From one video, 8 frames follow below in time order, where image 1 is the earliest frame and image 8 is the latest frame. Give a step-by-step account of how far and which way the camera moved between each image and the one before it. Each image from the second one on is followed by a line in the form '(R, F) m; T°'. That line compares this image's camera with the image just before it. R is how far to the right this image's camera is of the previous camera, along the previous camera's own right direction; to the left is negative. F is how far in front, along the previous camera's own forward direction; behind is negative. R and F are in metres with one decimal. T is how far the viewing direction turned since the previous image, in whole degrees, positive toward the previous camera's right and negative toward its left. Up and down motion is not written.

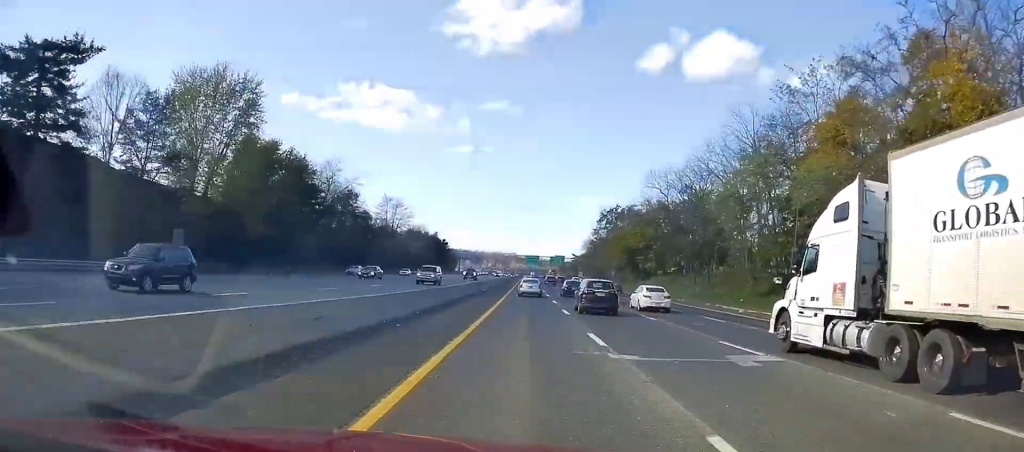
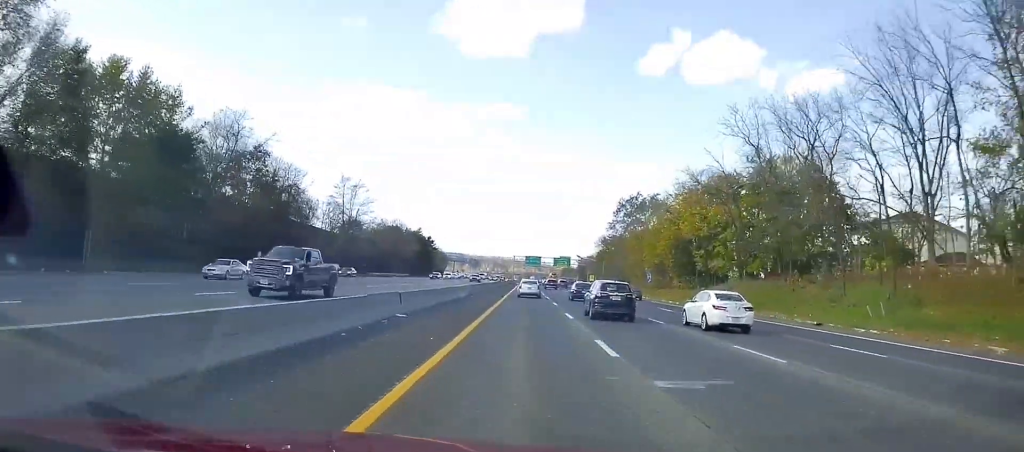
(+0.5, +37.0) m; +1°
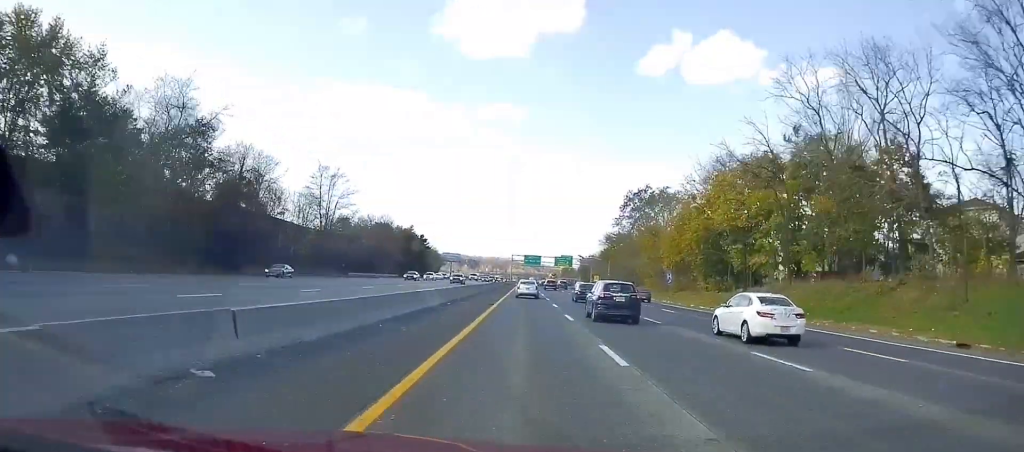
(0.0, +13.0) m; 0°
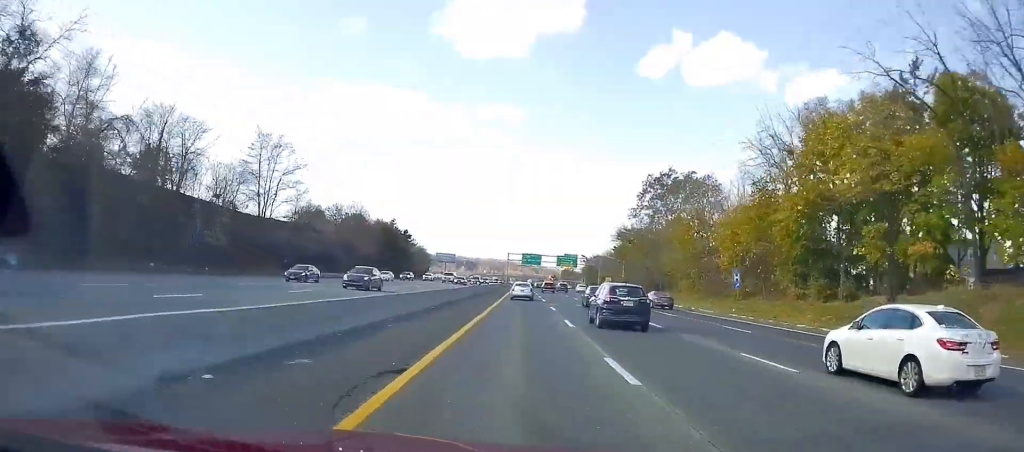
(0.0, +25.0) m; 0°
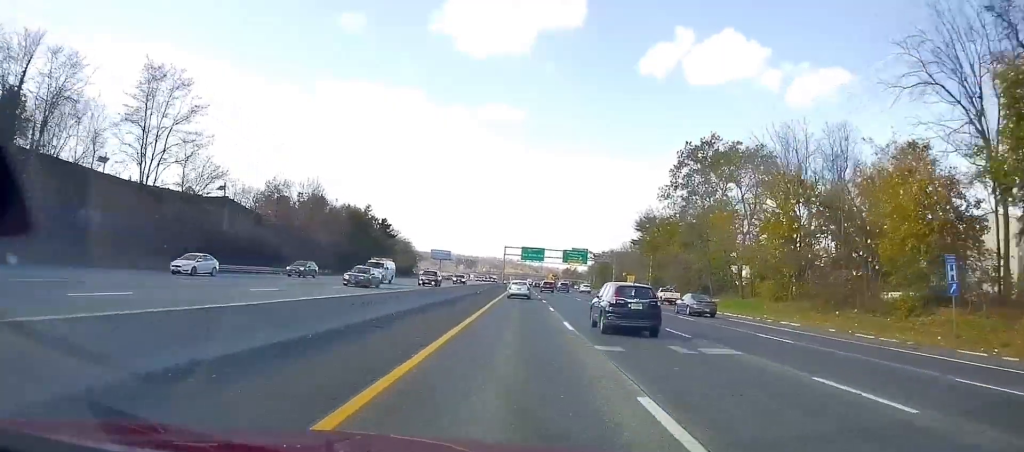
(0.0, +28.0) m; 0°
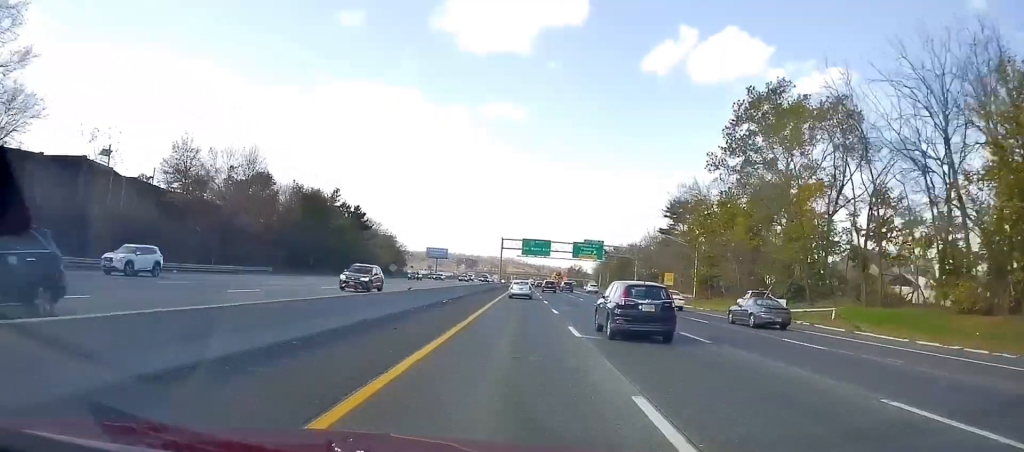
(+0.1, +26.1) m; -1°
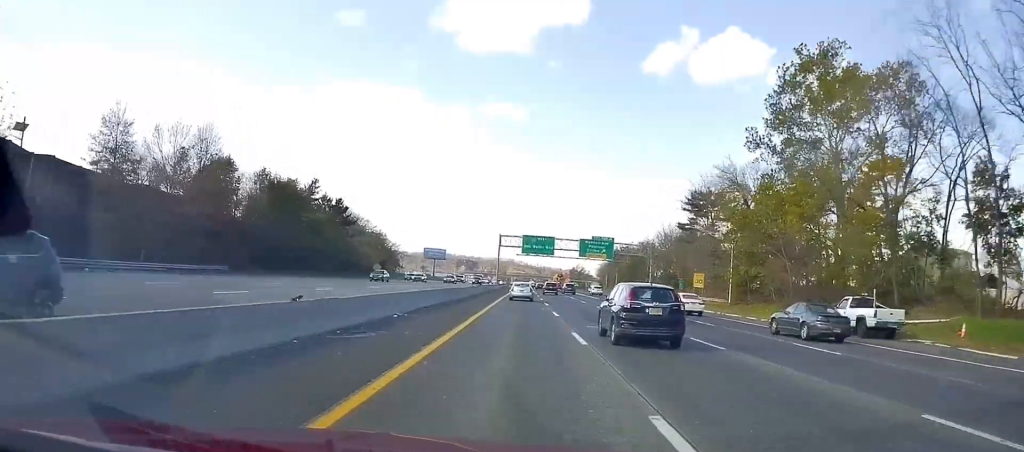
(-0.3, +13.1) m; 0°
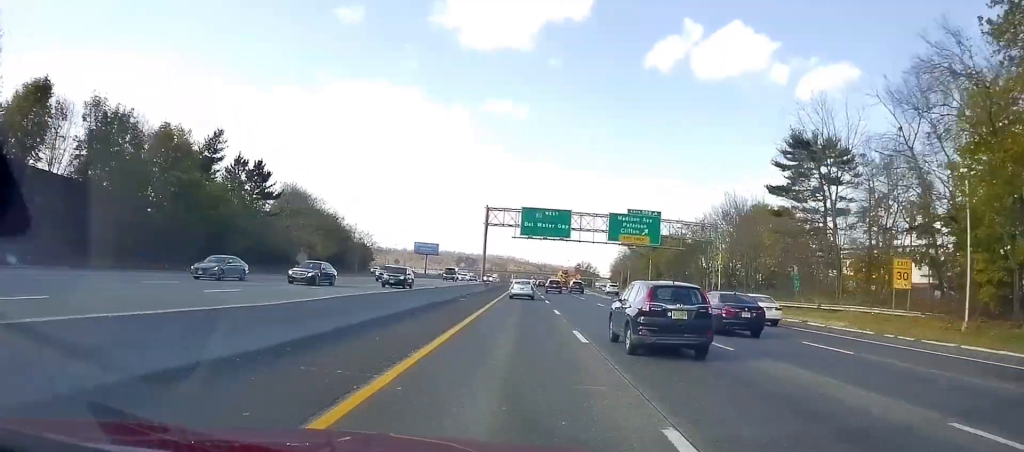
(0.0, +36.4) m; +1°
